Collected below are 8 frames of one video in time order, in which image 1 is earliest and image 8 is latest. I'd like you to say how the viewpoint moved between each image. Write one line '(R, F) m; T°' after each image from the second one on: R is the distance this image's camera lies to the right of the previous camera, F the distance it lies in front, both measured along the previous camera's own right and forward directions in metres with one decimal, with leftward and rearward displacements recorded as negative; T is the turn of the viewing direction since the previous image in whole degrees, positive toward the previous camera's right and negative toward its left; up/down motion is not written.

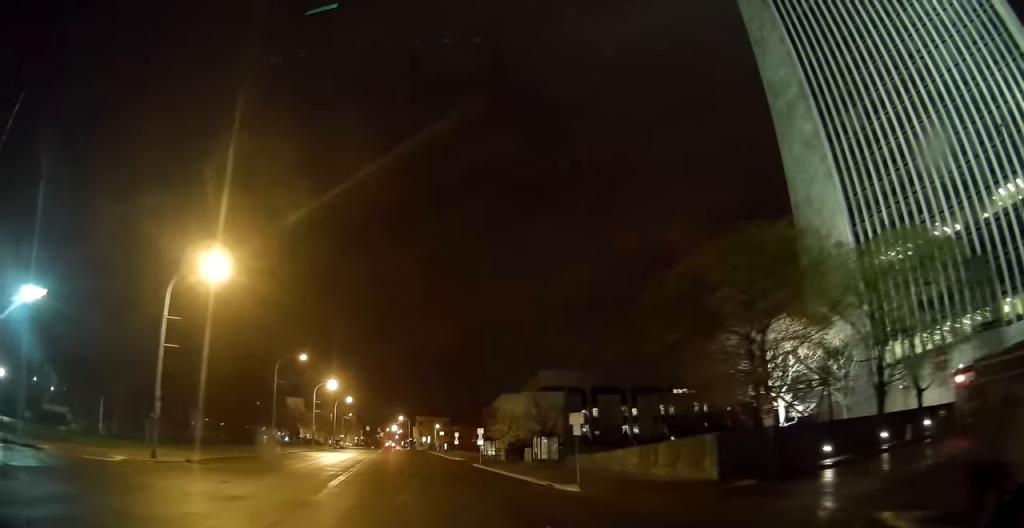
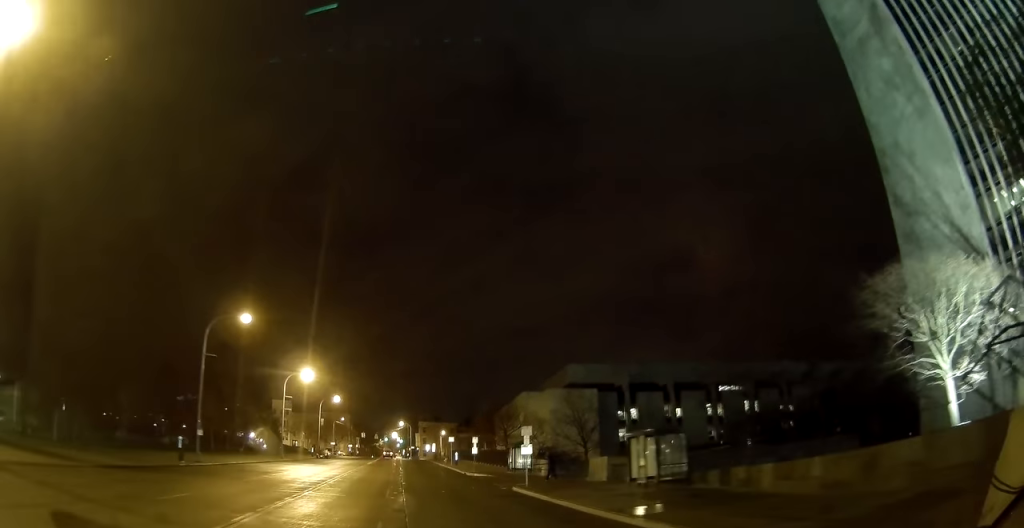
(+0.7, +22.0) m; +2°
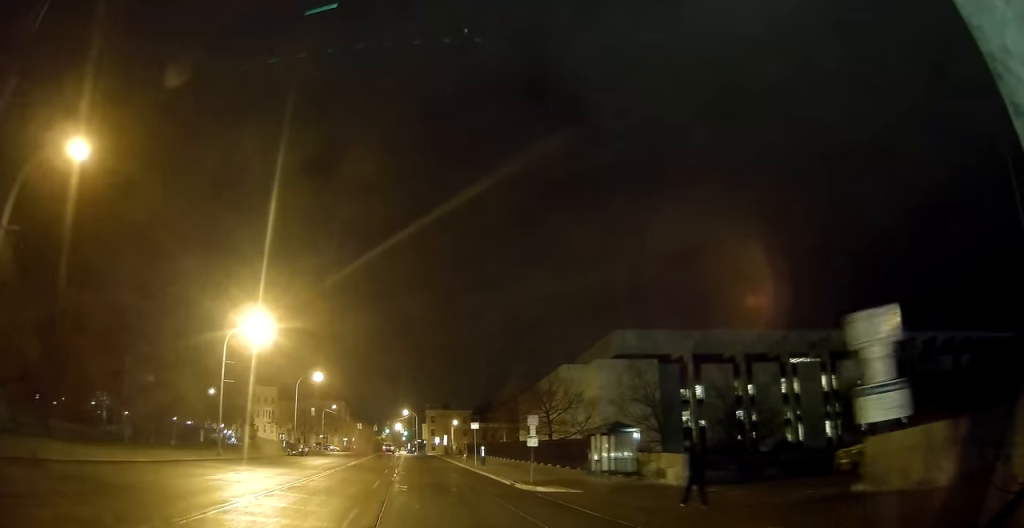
(-1.0, +23.8) m; -3°
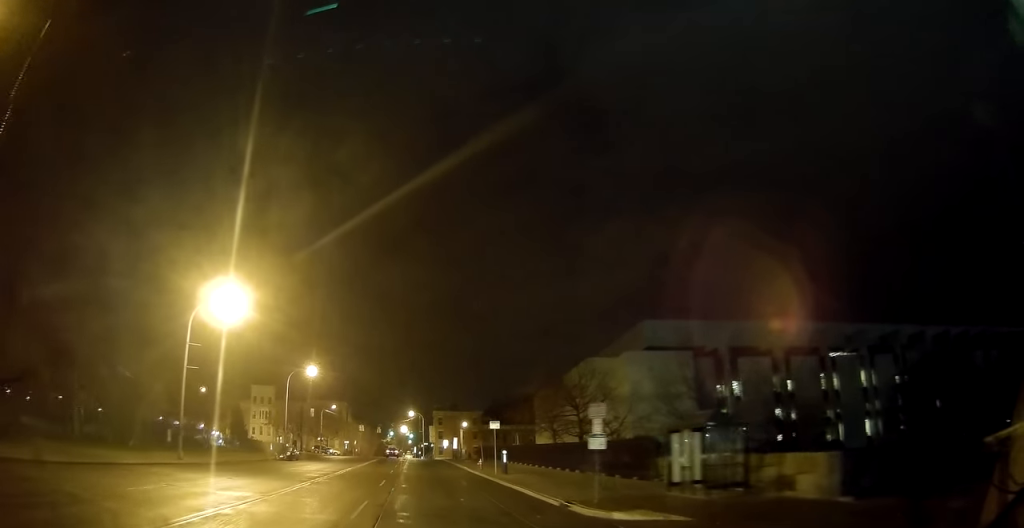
(+0.4, +9.2) m; 0°
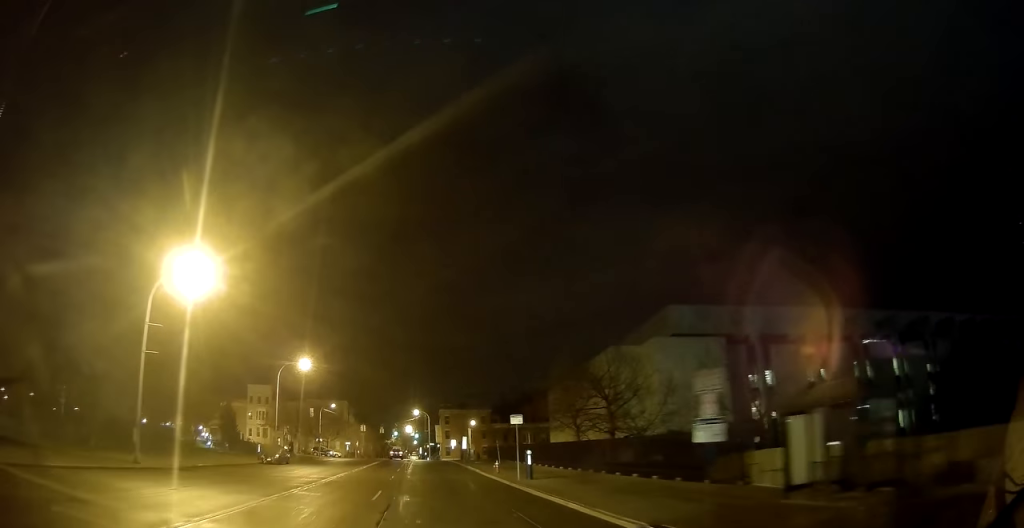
(-0.2, +6.7) m; -1°
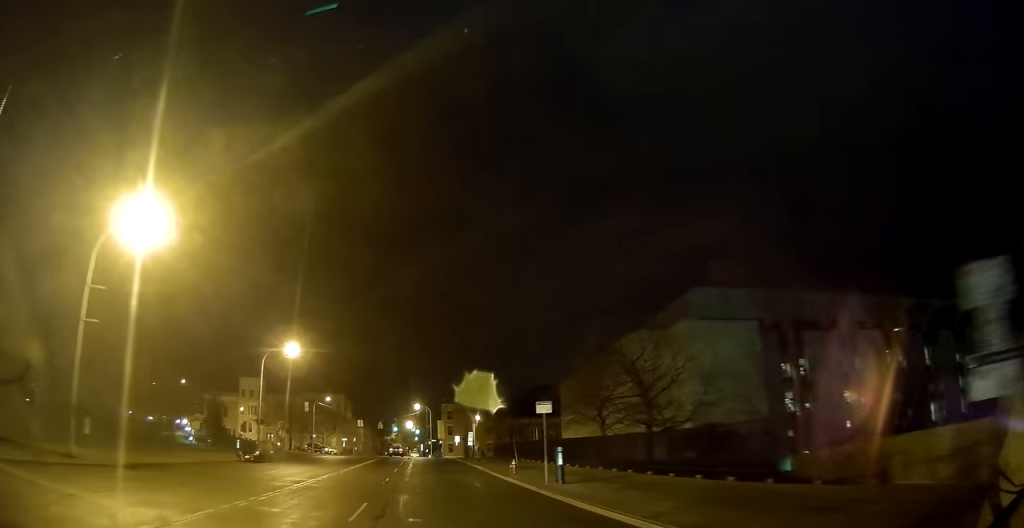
(-0.2, +6.8) m; -1°
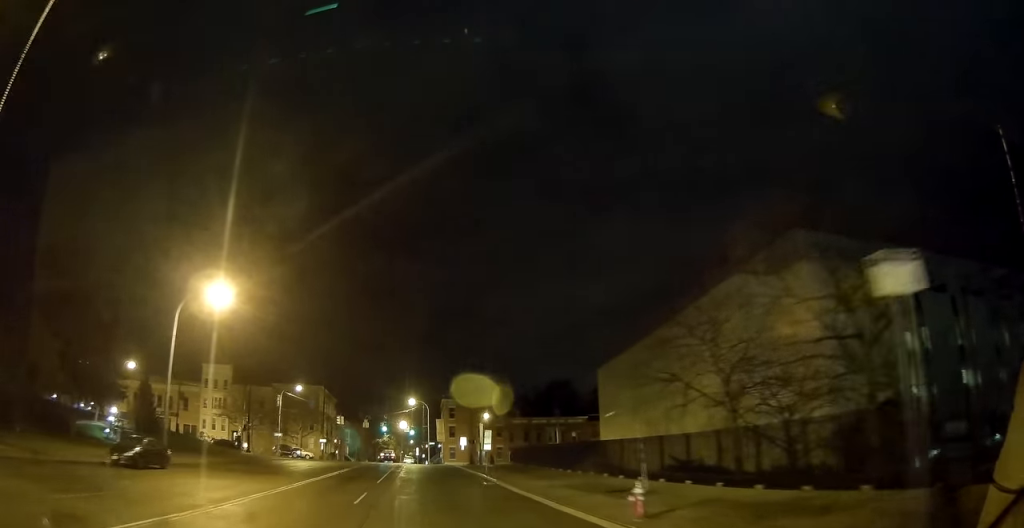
(-0.2, +19.8) m; -2°
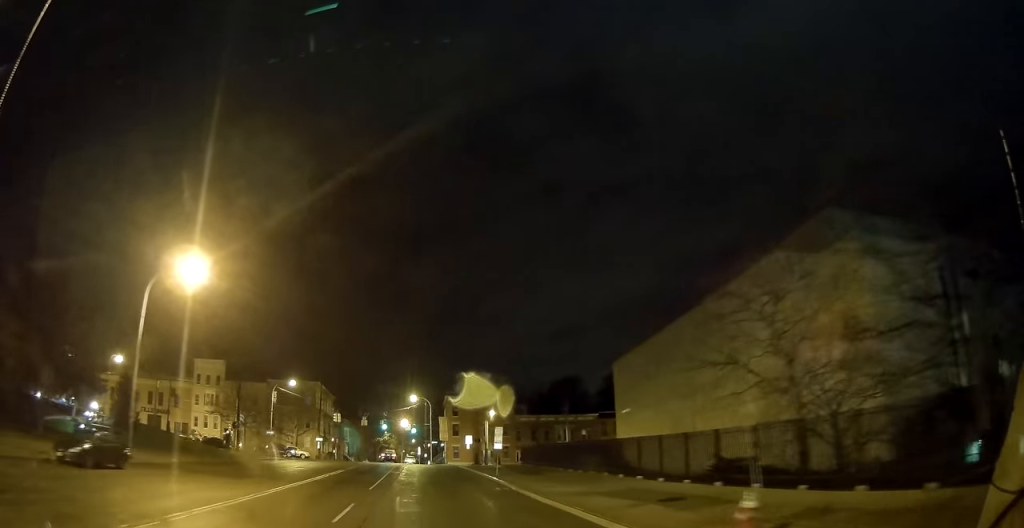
(0.0, +4.8) m; 0°
